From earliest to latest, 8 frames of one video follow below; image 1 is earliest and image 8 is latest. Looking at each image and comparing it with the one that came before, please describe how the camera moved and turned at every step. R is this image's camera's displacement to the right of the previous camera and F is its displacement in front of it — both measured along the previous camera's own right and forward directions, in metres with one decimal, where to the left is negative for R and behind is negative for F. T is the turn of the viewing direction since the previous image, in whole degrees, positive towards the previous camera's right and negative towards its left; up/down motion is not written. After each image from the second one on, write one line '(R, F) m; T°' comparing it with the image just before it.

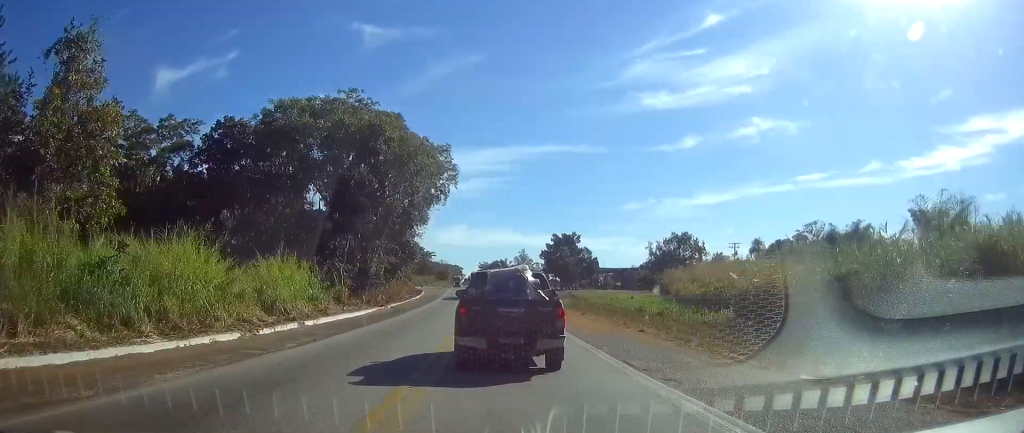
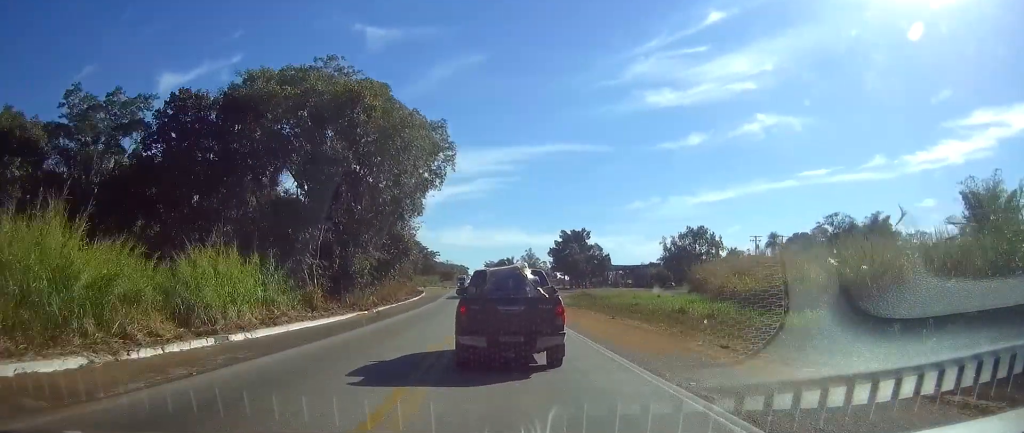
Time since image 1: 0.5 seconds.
(0.0, +9.0) m; -1°
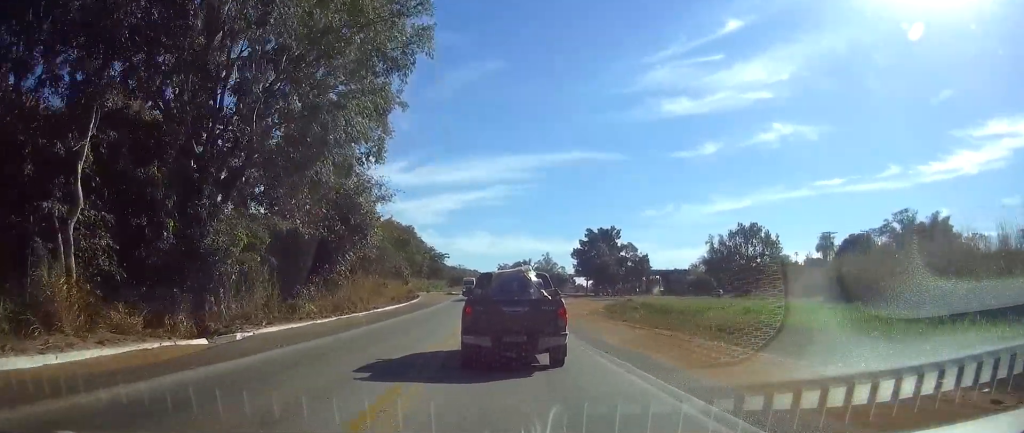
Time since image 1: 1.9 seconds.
(-0.4, +25.6) m; -1°
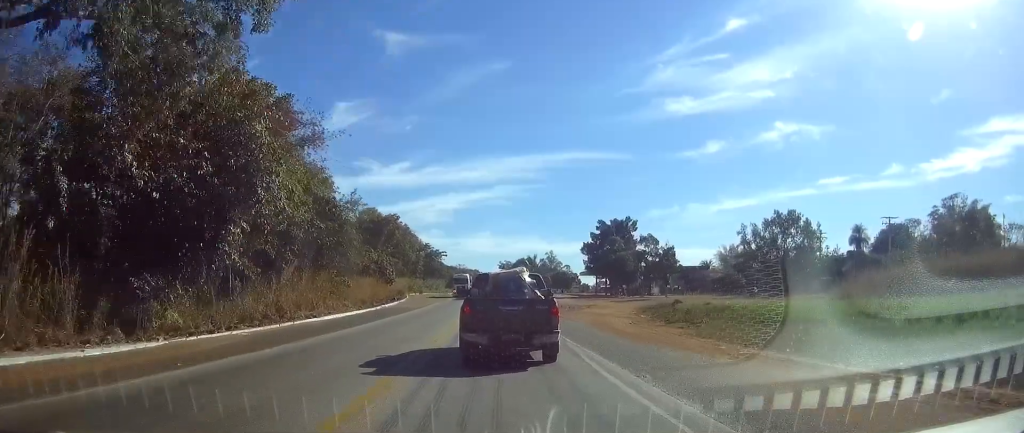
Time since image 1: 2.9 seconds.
(0.0, +17.9) m; 0°
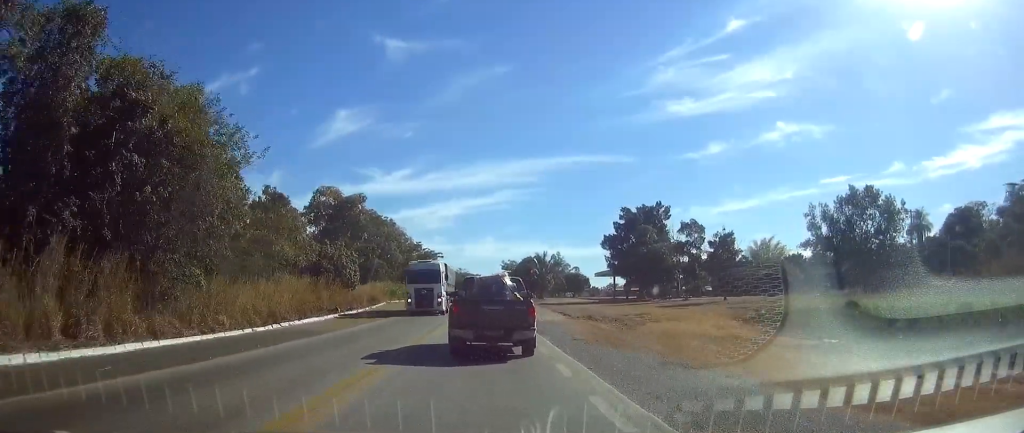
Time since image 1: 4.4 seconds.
(0.0, +26.0) m; 0°
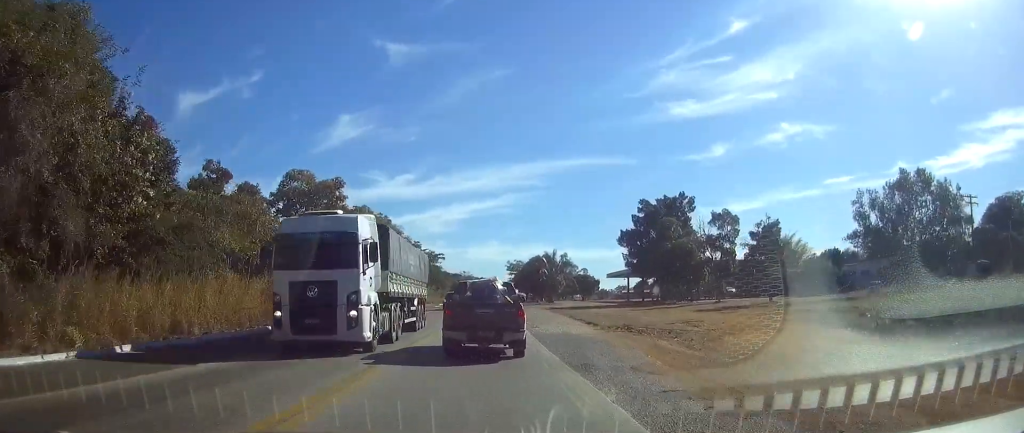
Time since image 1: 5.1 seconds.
(0.0, +12.6) m; -1°
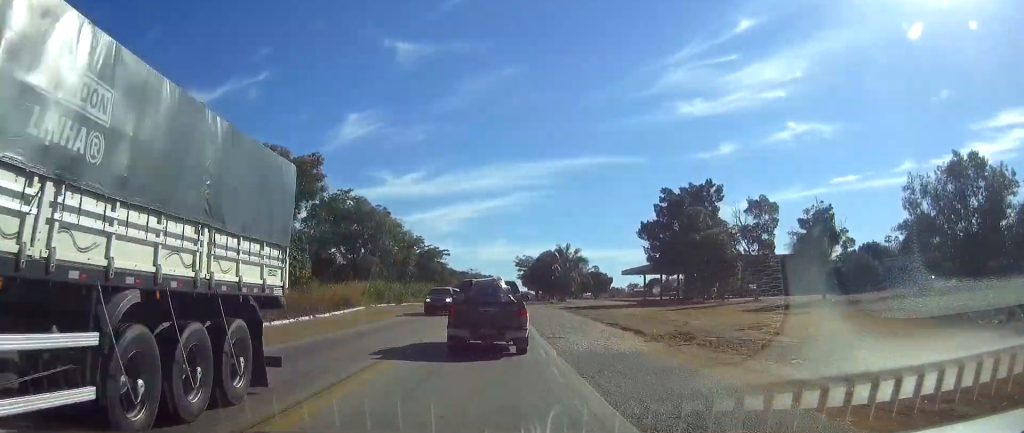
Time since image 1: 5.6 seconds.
(-0.1, +9.9) m; -1°
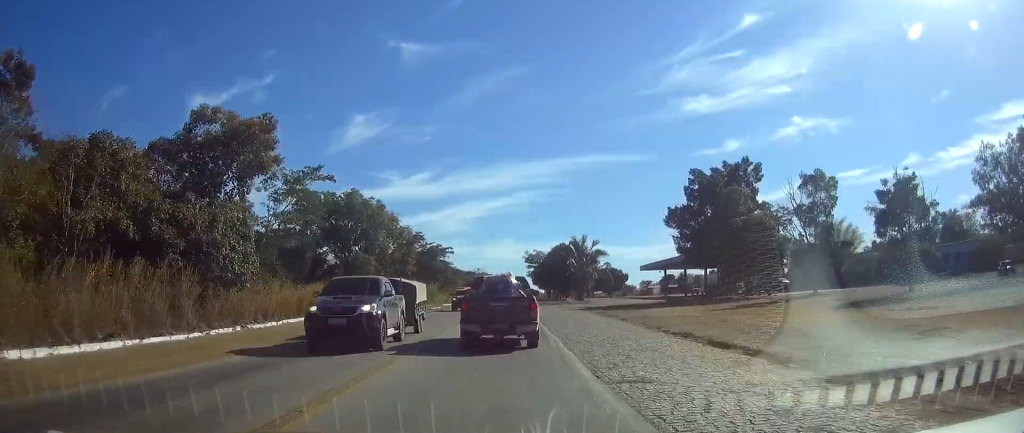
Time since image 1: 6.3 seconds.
(-0.1, +12.1) m; -1°
